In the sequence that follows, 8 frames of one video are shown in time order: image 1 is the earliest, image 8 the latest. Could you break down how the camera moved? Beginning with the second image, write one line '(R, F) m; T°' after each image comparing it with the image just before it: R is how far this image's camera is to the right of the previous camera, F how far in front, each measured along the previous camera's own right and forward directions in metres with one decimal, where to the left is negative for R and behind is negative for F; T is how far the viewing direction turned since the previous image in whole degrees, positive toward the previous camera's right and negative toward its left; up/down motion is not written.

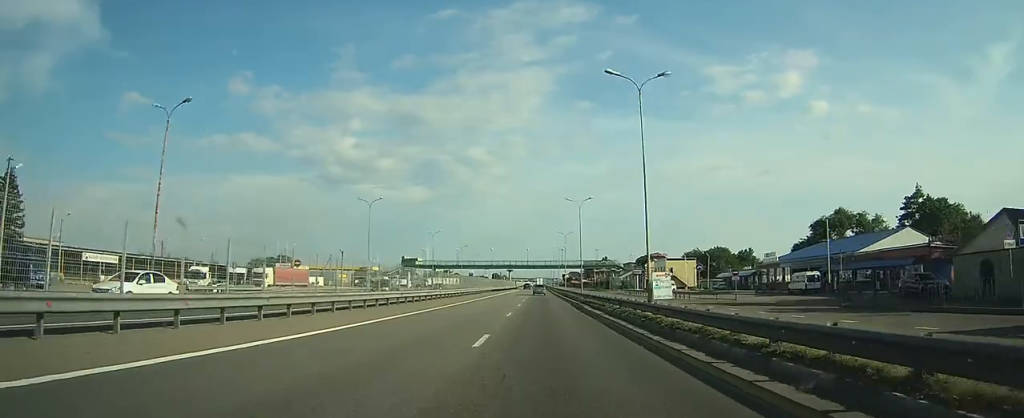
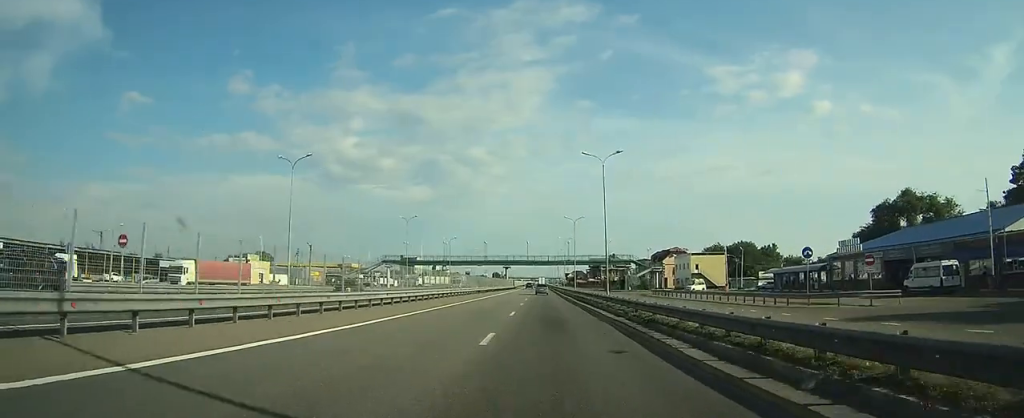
(0.0, +23.7) m; 0°
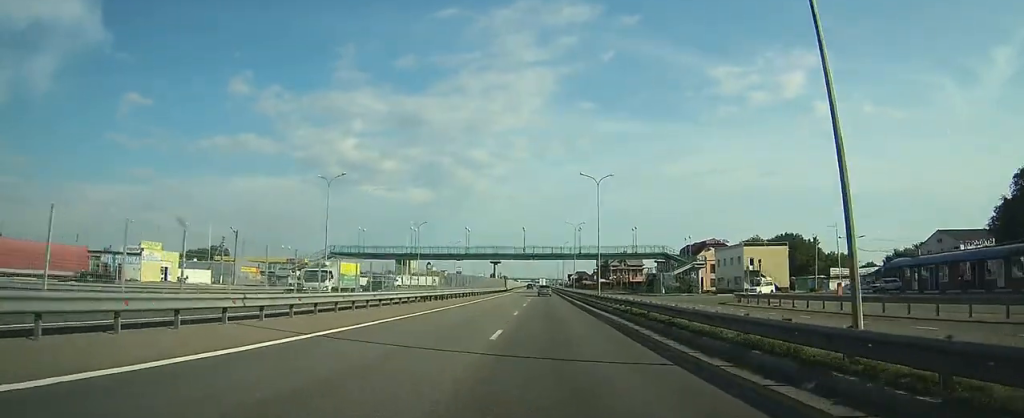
(-0.2, +34.5) m; -1°
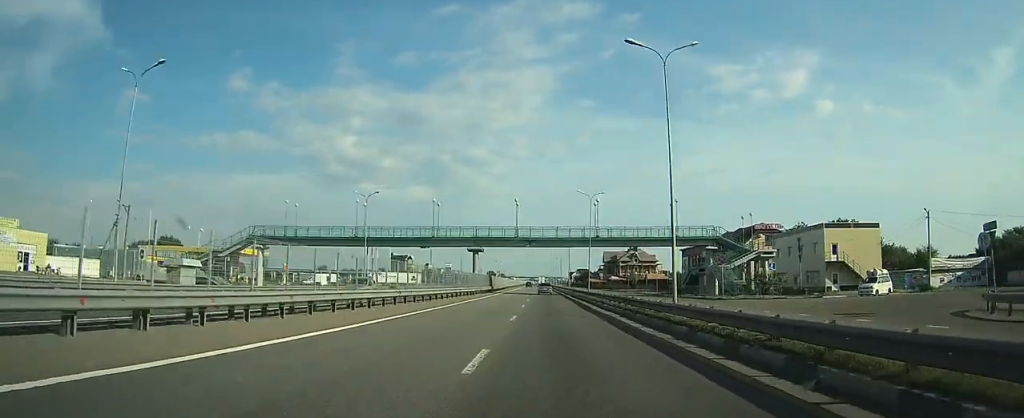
(-0.1, +28.9) m; 0°
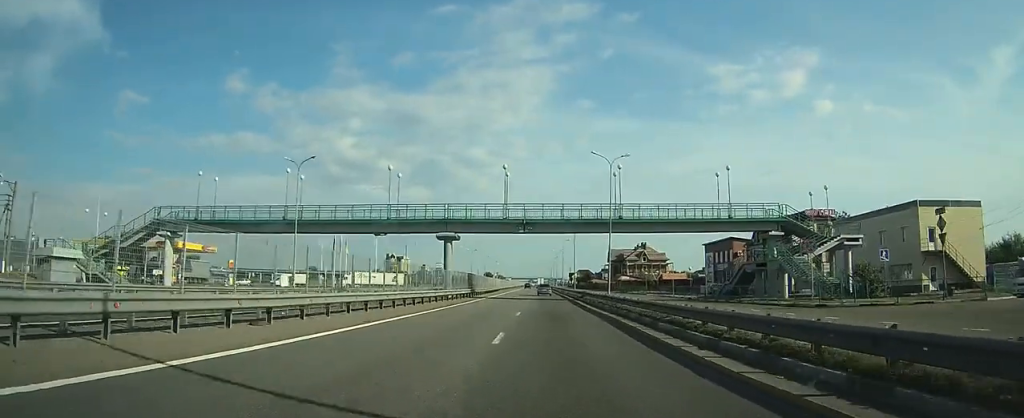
(0.0, +19.3) m; 0°
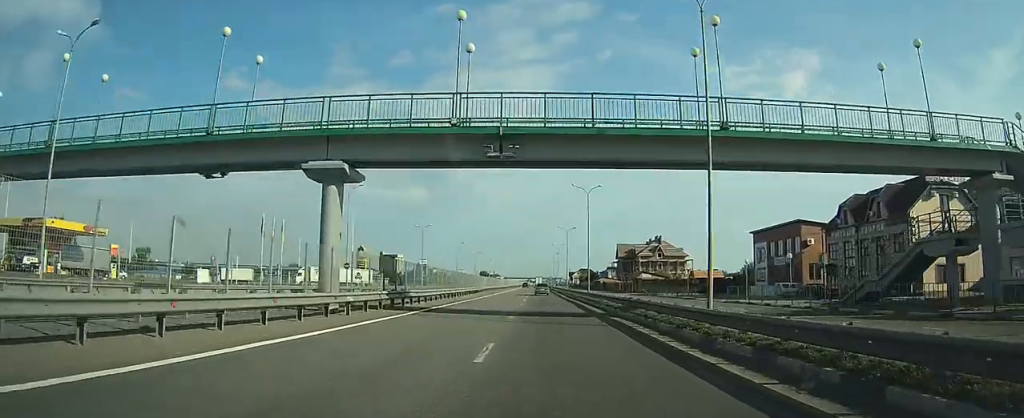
(+0.1, +26.6) m; 0°
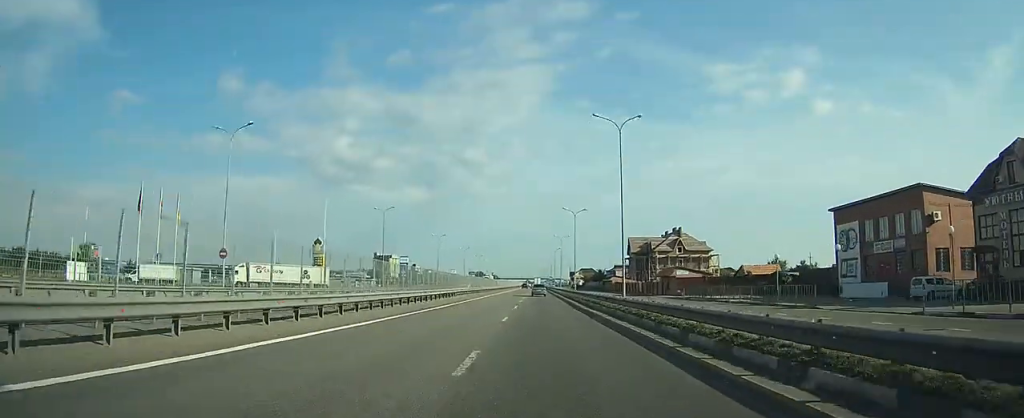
(+0.1, +25.1) m; 0°
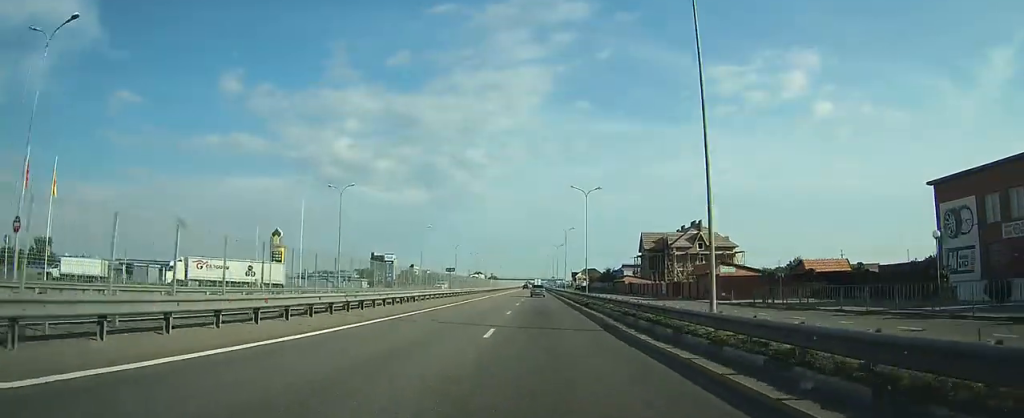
(0.0, +17.7) m; 0°
